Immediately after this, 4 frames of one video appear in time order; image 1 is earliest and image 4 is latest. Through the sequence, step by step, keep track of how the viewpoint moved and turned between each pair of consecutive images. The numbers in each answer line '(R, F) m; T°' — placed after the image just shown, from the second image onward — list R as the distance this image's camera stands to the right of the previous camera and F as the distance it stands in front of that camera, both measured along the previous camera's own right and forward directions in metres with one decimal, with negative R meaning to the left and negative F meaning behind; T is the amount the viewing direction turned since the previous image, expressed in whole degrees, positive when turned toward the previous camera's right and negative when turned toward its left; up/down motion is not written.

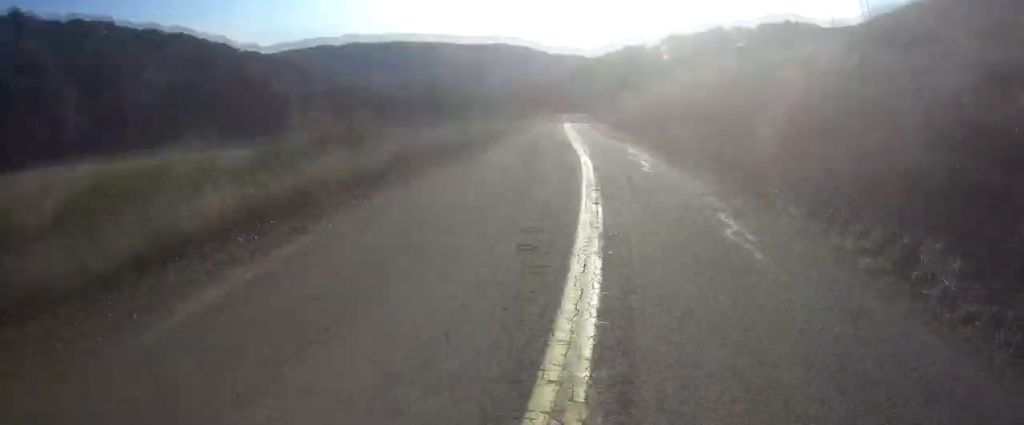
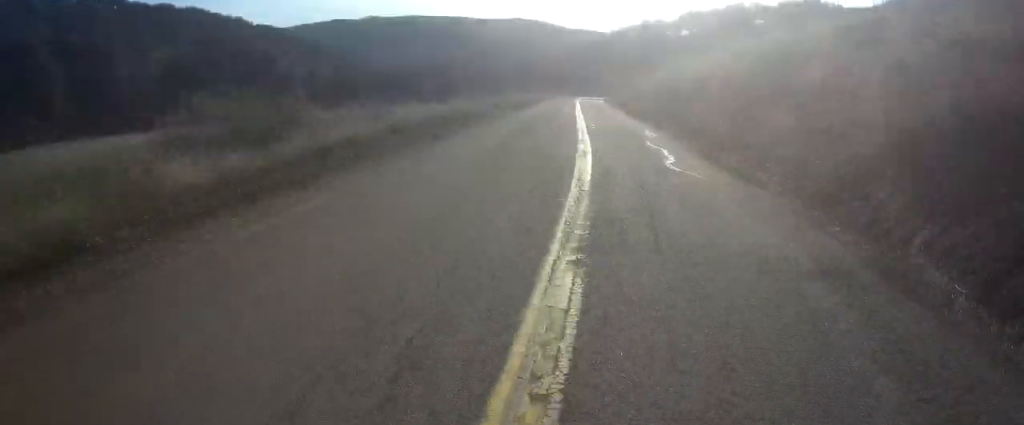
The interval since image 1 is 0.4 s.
(0.0, +6.1) m; -1°
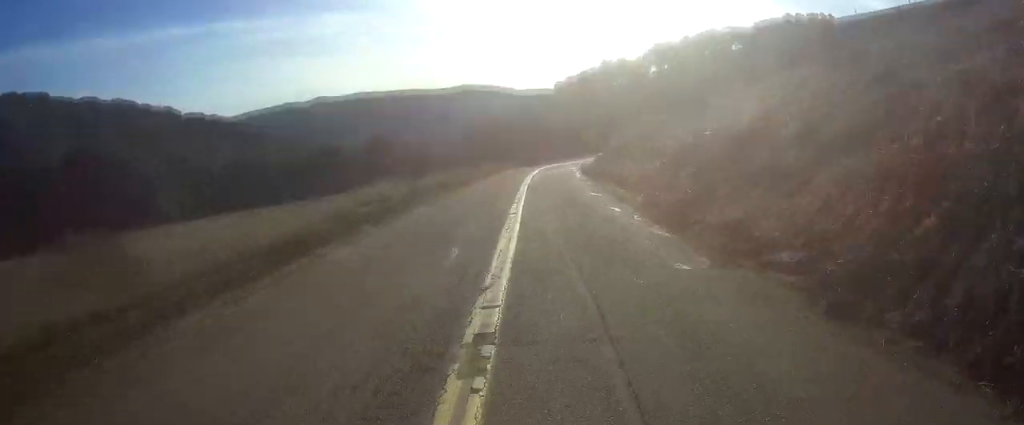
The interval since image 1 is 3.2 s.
(-2.8, +44.1) m; -5°
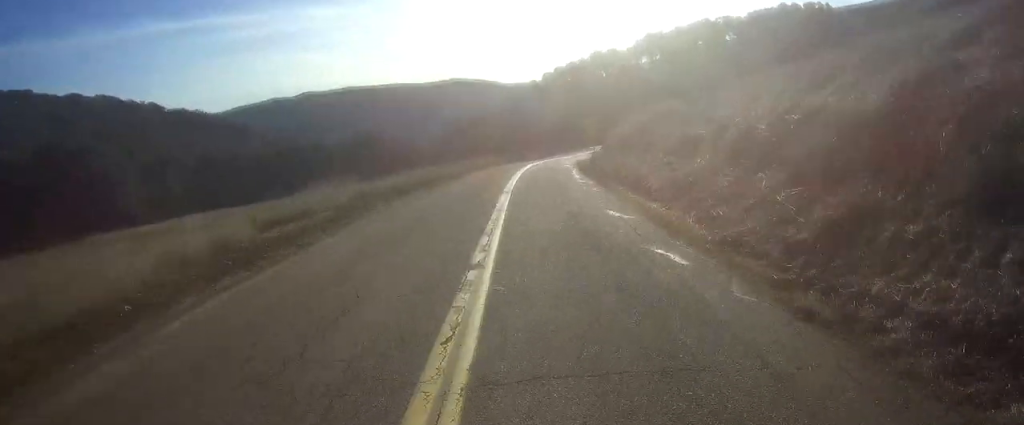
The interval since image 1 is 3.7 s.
(0.0, +8.2) m; 0°
